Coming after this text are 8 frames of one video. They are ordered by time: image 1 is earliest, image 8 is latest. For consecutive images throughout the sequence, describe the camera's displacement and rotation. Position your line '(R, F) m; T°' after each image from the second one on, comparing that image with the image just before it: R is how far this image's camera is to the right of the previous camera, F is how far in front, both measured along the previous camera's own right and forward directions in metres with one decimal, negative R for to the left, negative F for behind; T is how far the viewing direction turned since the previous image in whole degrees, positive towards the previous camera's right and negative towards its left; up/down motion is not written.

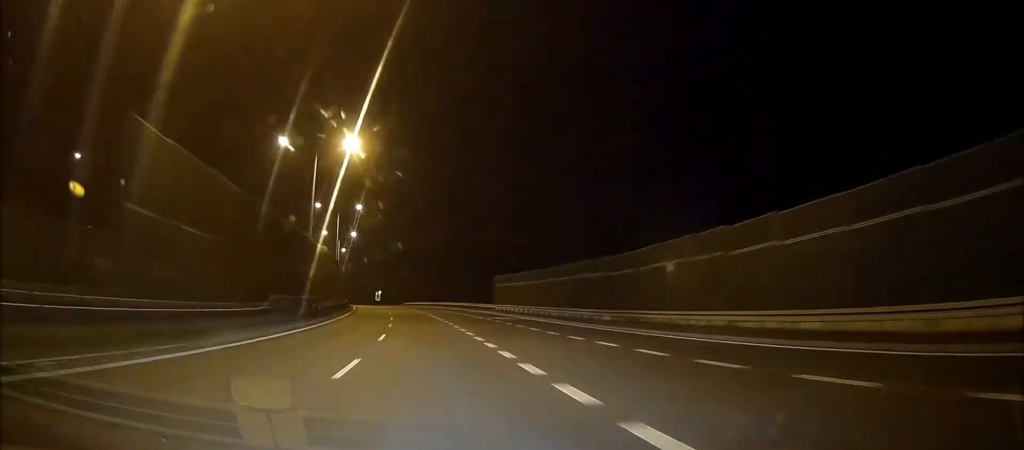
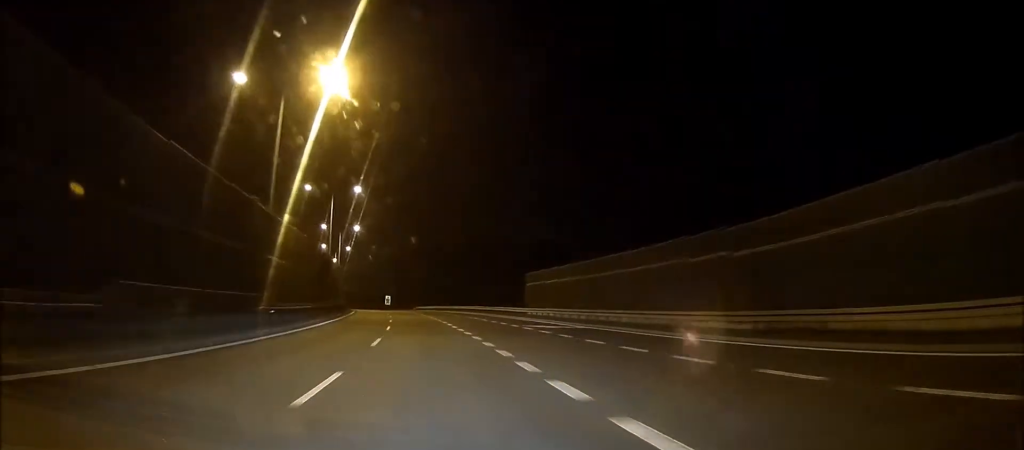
(0.0, +15.0) m; -4°
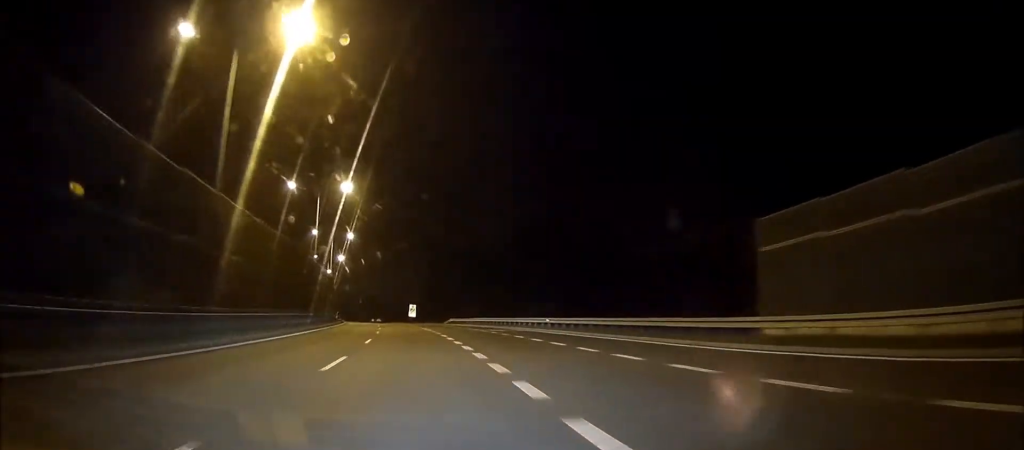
(-4.1, +42.1) m; -7°
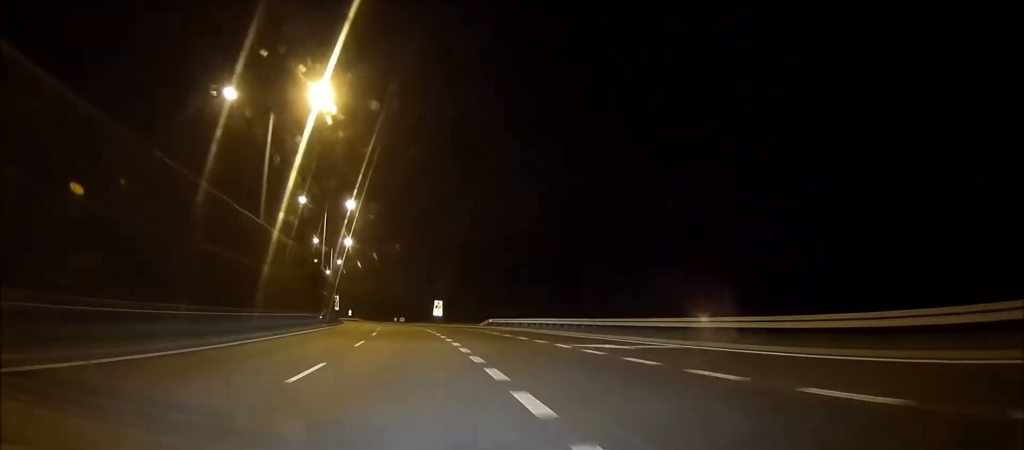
(0.0, +26.5) m; 0°
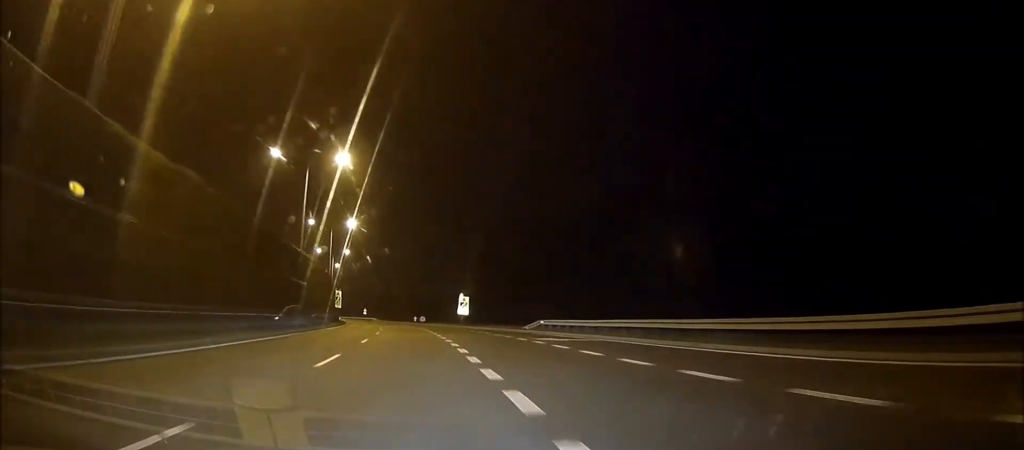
(0.0, +20.6) m; 0°
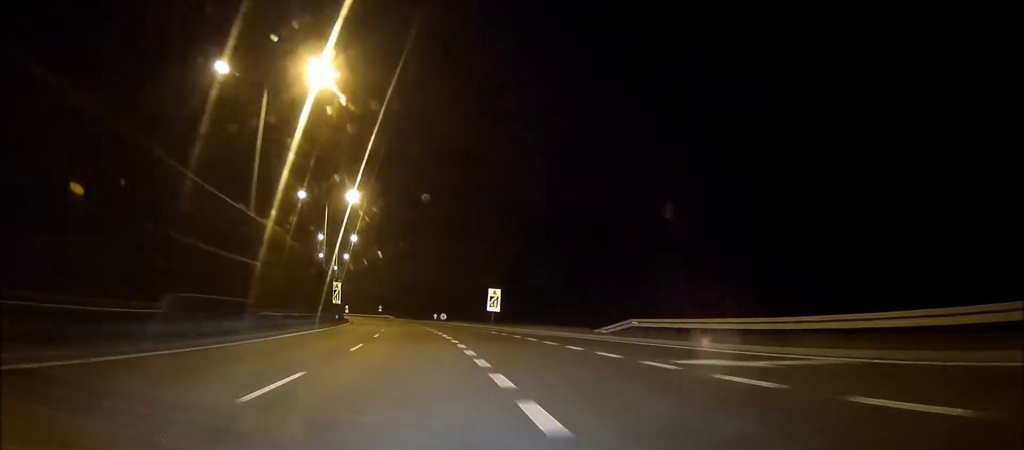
(0.0, +18.1) m; 0°
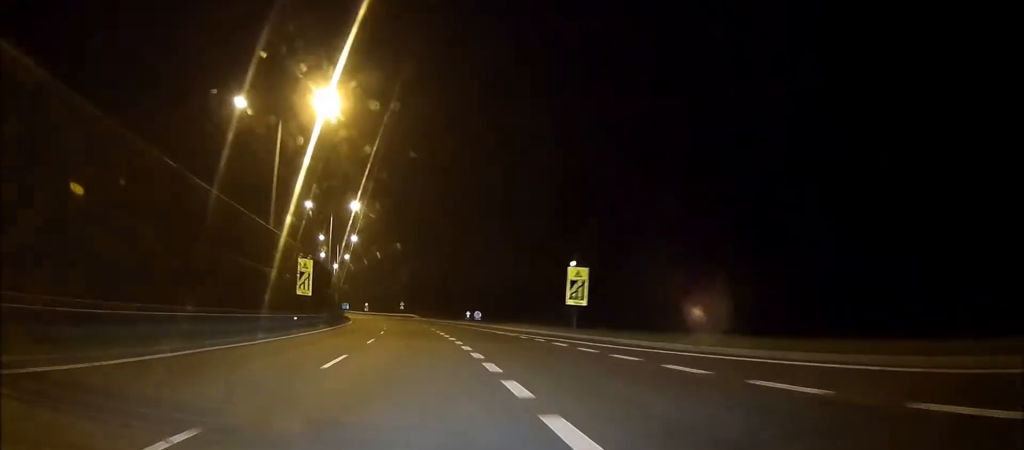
(0.0, +30.4) m; 0°
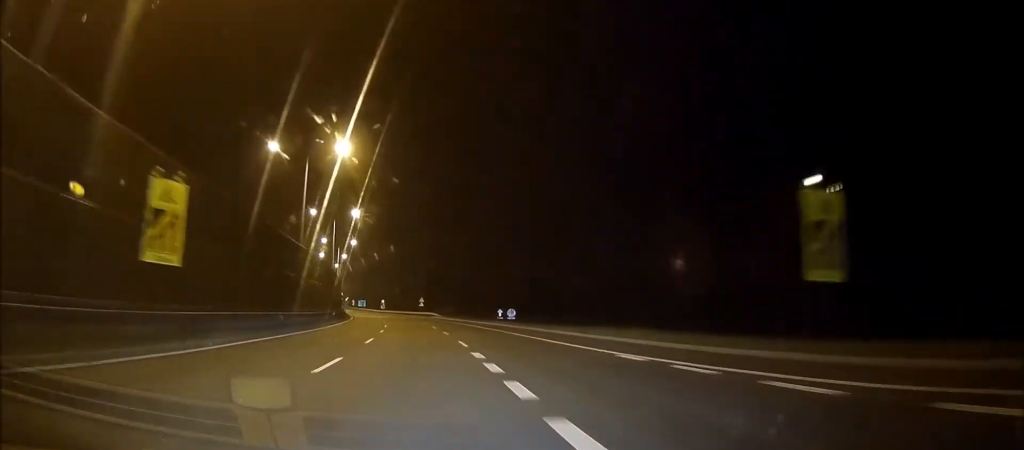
(0.0, +25.4) m; 0°
